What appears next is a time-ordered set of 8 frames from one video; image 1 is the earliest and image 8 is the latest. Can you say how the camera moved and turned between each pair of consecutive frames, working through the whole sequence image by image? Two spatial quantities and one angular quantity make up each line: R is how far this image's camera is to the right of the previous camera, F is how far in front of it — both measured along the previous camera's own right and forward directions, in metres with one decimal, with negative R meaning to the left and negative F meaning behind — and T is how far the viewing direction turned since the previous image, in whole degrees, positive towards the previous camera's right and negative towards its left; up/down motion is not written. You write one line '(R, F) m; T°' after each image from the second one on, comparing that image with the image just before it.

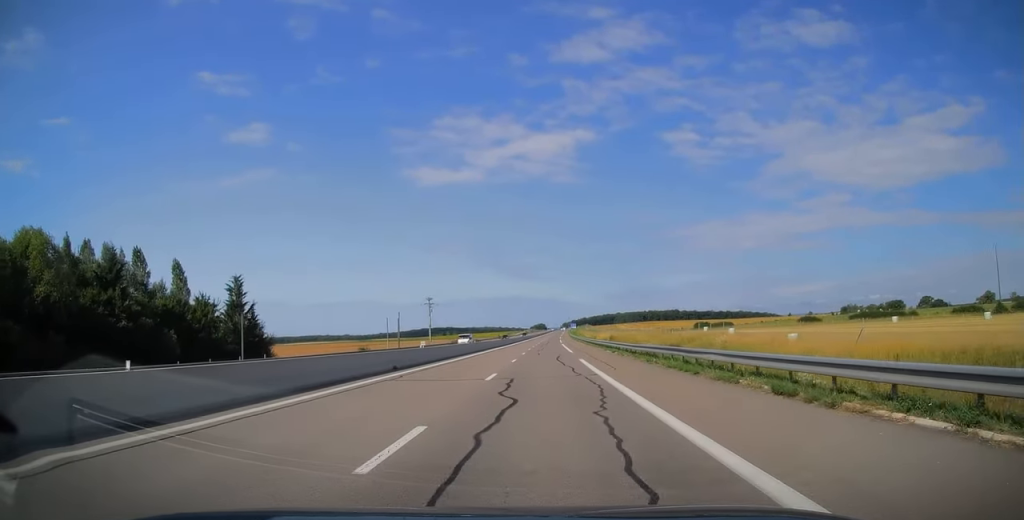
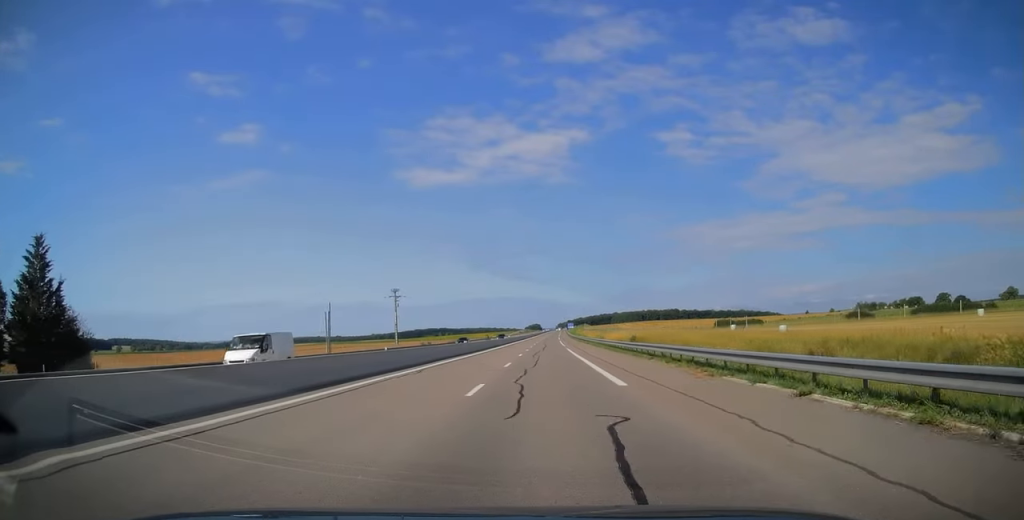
(-0.1, +30.8) m; -1°
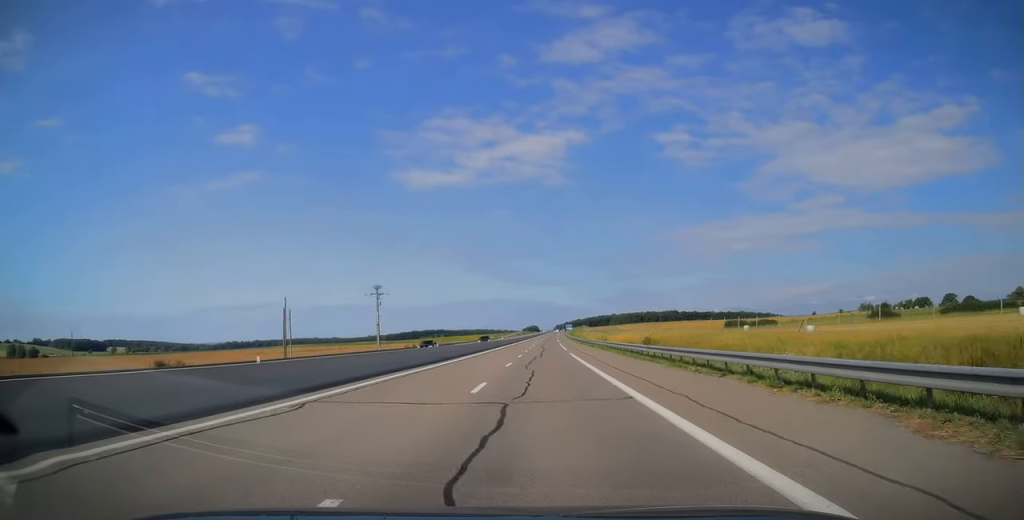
(-0.1, +11.7) m; 0°
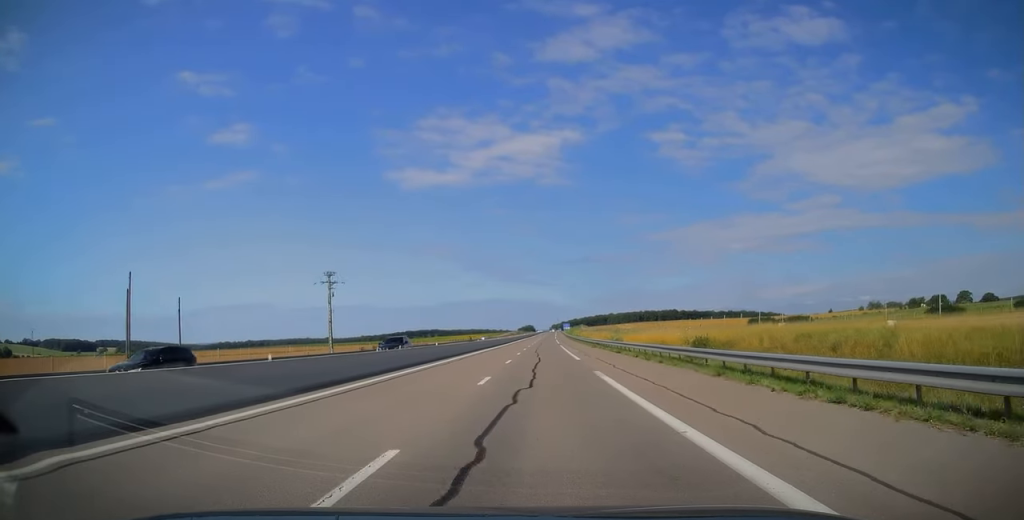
(0.0, +23.4) m; +1°
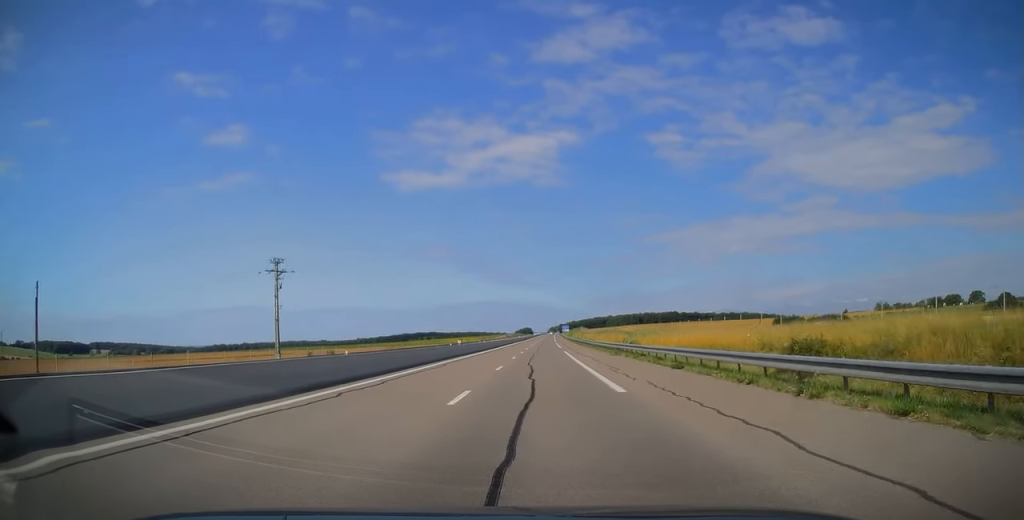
(+0.1, +17.6) m; +1°
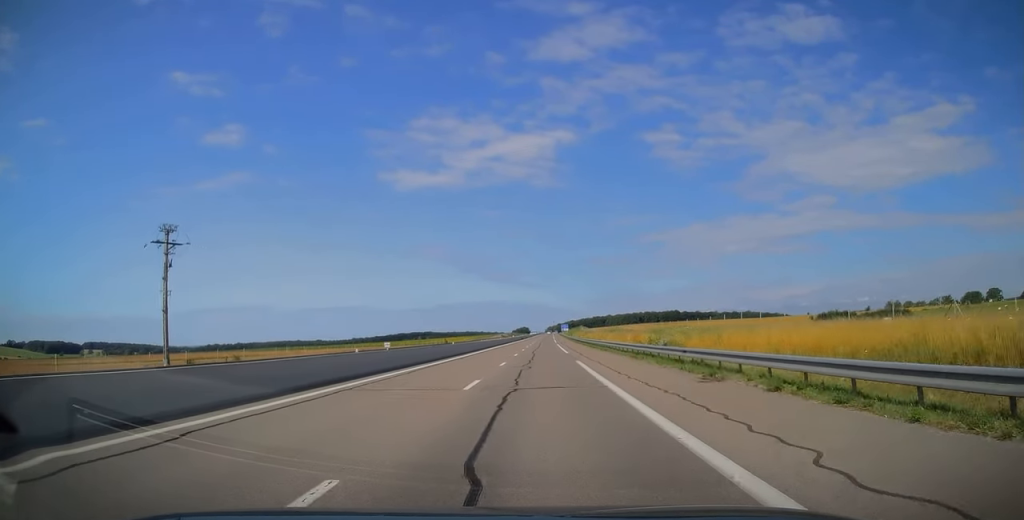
(+0.2, +22.4) m; 0°
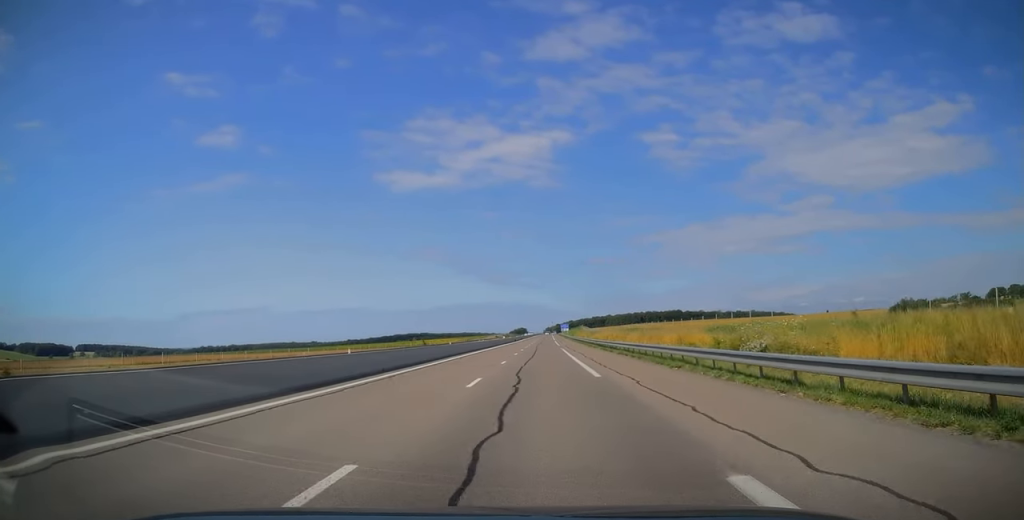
(-0.1, +24.8) m; 0°
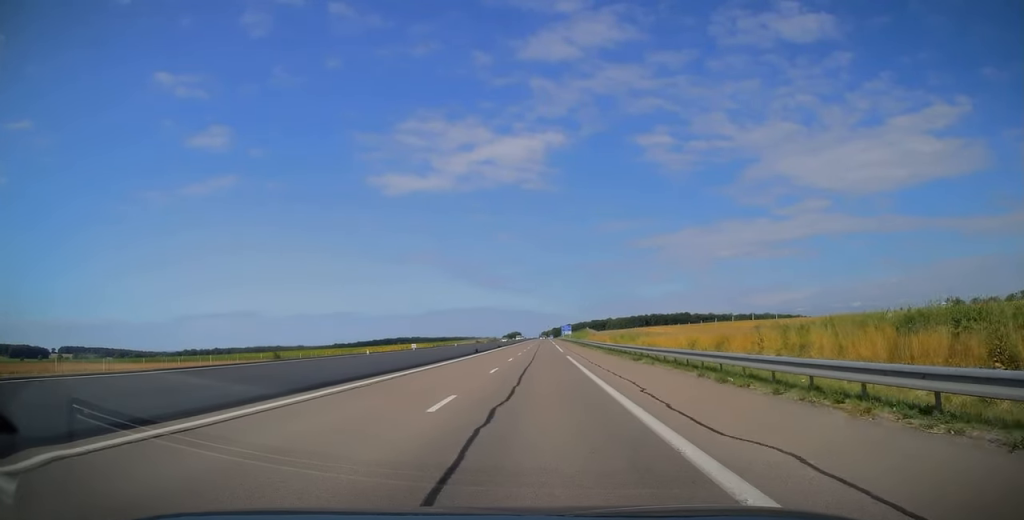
(+0.4, +68.6) m; +1°
